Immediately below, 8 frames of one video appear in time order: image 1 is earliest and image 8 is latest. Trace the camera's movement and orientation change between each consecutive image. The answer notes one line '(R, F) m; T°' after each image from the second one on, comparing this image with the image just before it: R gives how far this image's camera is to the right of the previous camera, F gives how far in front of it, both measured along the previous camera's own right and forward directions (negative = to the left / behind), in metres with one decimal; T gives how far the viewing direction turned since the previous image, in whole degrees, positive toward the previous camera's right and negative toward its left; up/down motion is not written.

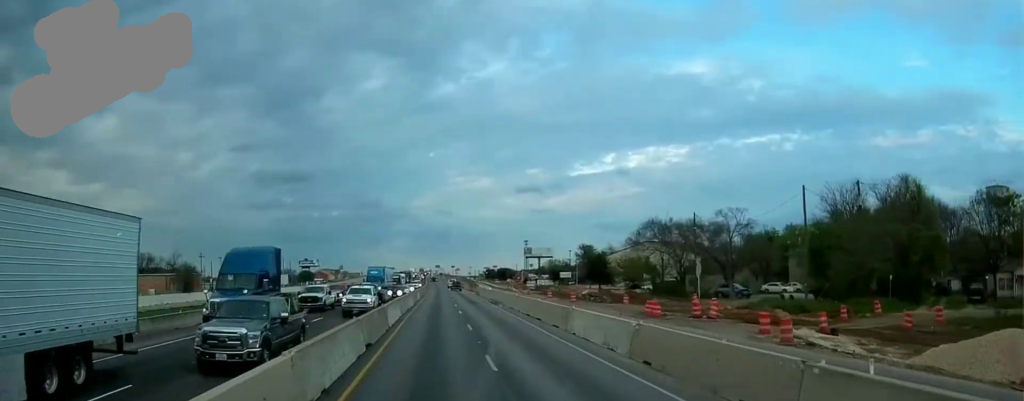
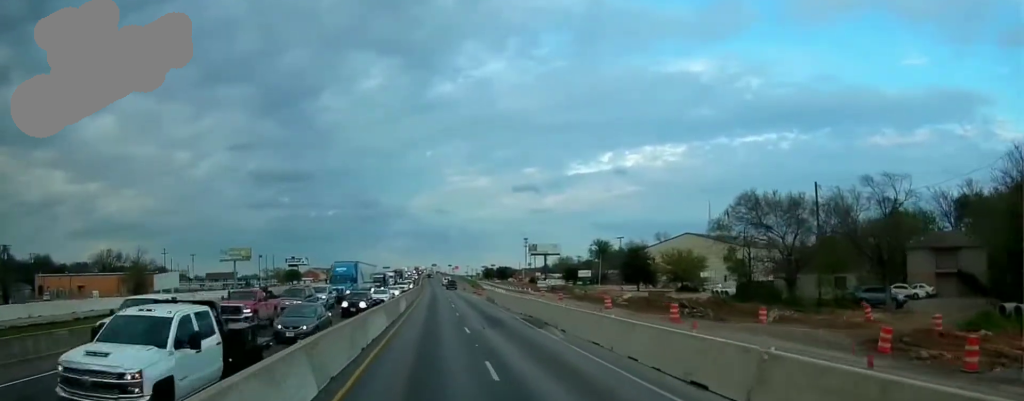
(+0.8, +26.2) m; +2°
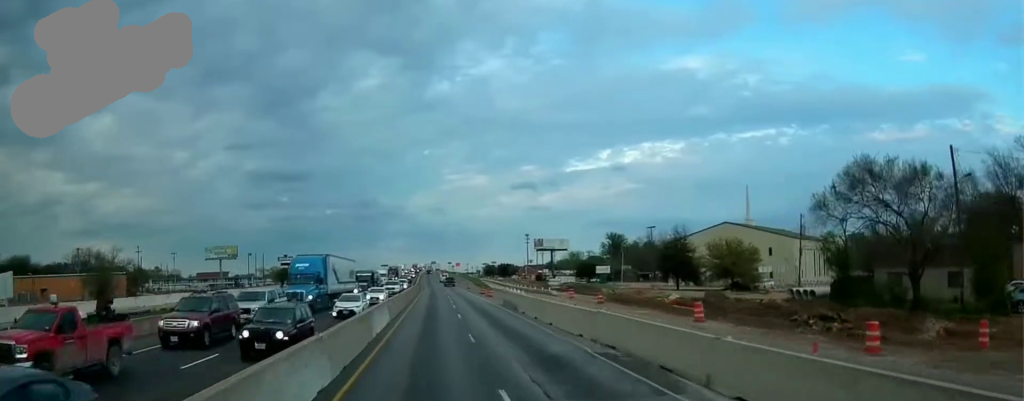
(0.0, +16.0) m; -1°
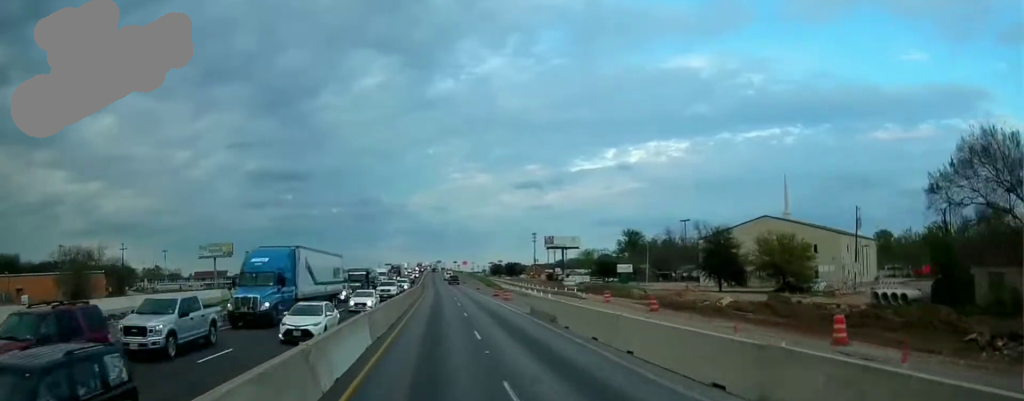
(0.0, +11.7) m; 0°
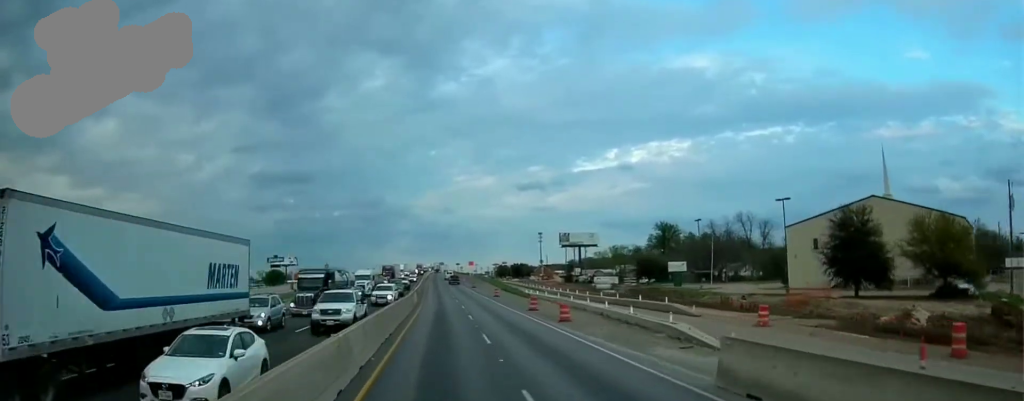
(-0.3, +27.3) m; 0°
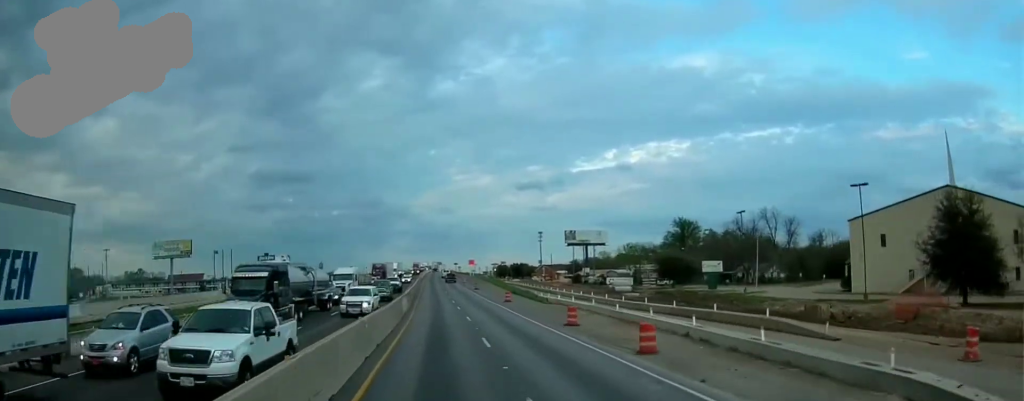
(+0.2, +13.7) m; +1°
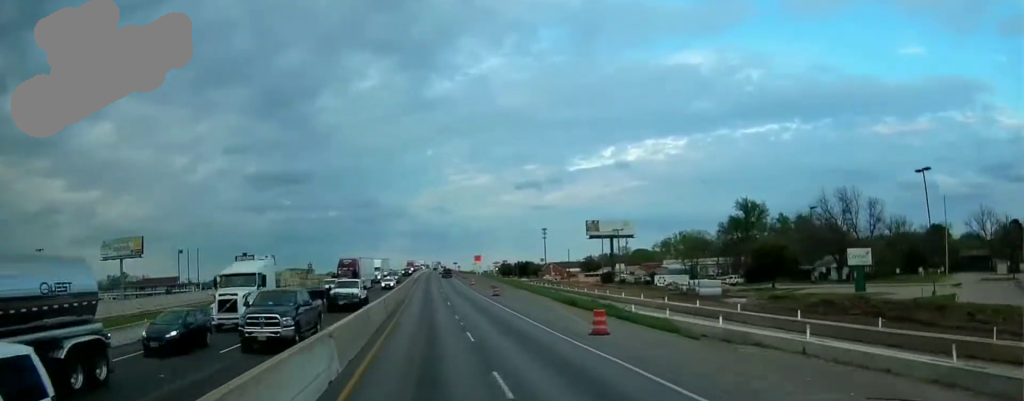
(+0.1, +31.9) m; -1°
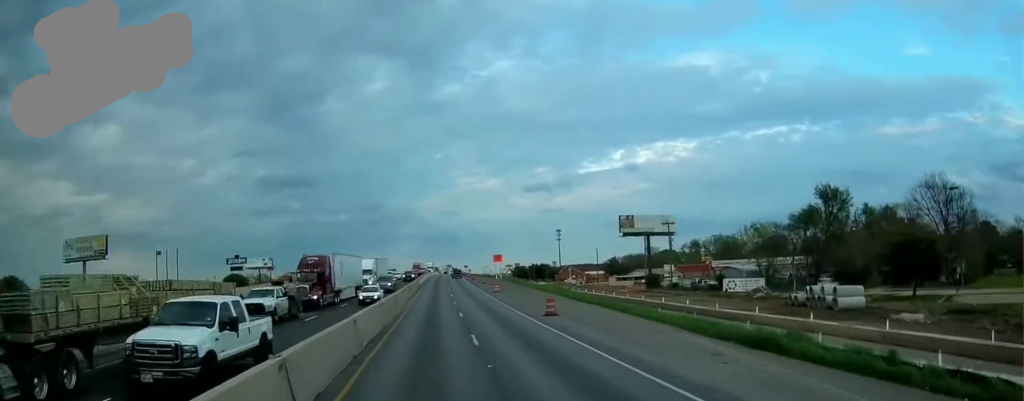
(-0.7, +23.4) m; -1°
